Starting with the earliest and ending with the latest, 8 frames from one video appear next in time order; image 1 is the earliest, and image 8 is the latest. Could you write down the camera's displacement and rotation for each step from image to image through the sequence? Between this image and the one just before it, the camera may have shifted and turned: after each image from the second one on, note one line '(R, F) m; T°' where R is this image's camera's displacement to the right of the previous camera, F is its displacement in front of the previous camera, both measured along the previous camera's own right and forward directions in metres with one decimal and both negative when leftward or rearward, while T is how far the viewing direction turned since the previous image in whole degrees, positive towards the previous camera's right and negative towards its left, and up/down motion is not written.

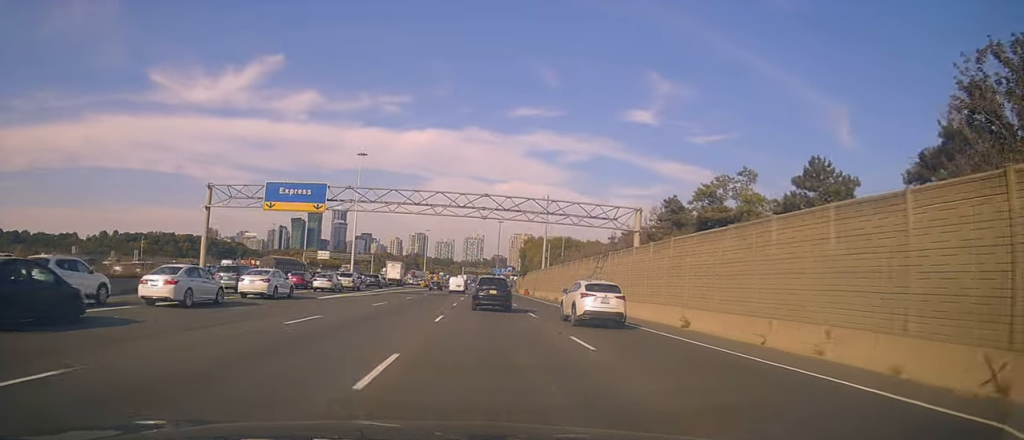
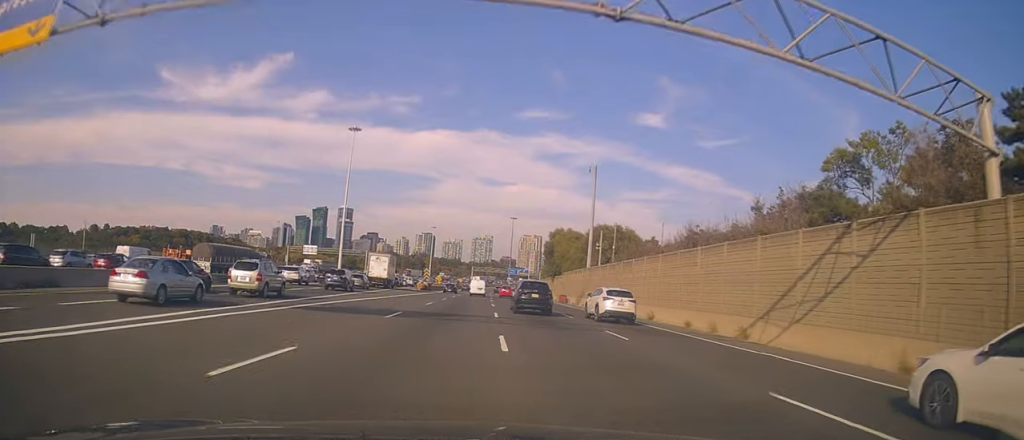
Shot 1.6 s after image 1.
(-0.9, +30.6) m; -4°
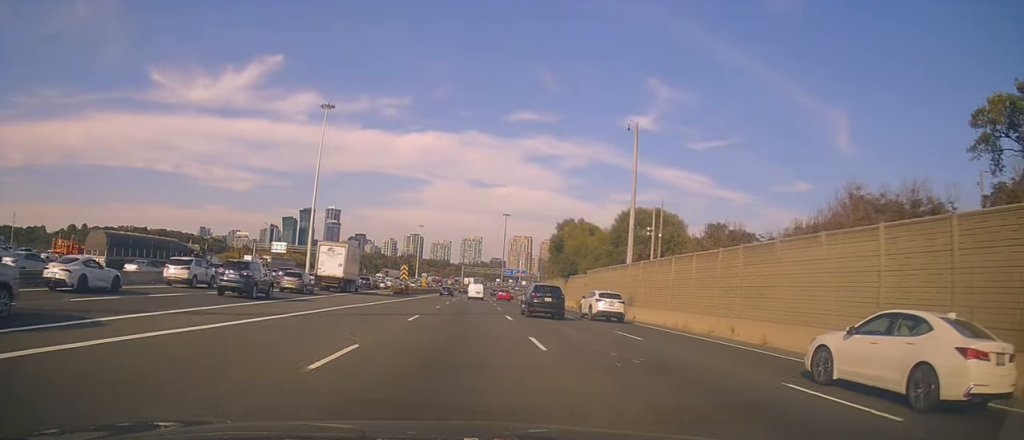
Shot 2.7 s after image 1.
(-0.4, +22.2) m; 0°
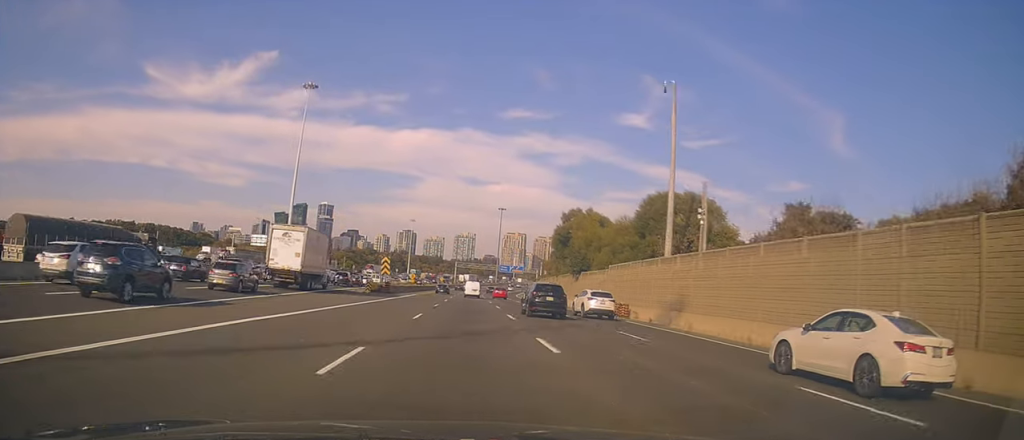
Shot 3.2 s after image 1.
(+0.1, +11.8) m; +1°
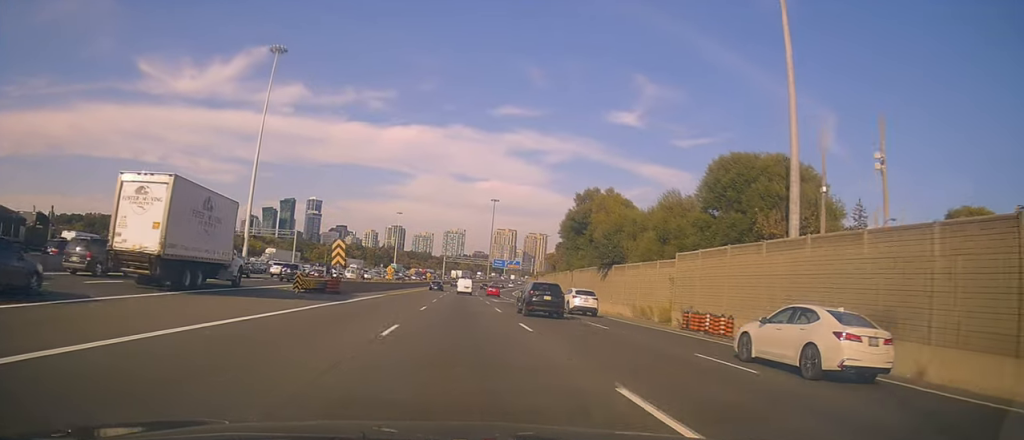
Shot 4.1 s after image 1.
(+0.1, +18.4) m; +2°
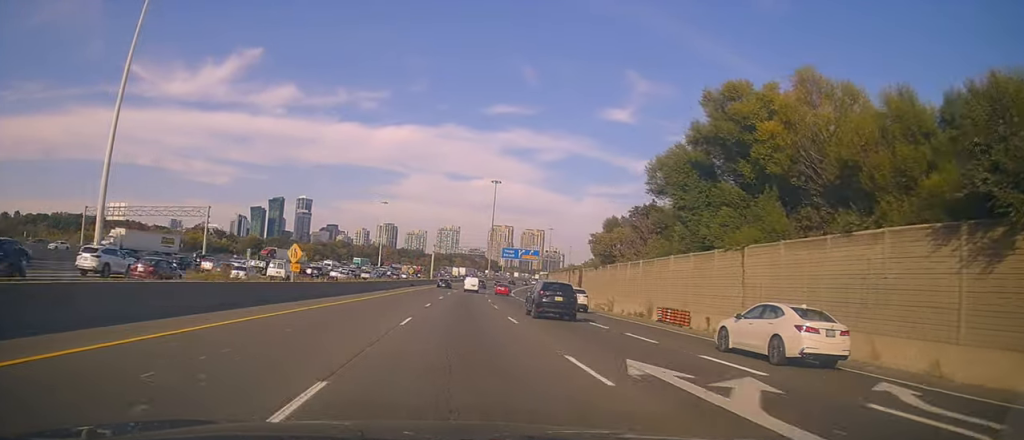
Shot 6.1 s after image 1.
(+0.8, +43.5) m; +2°
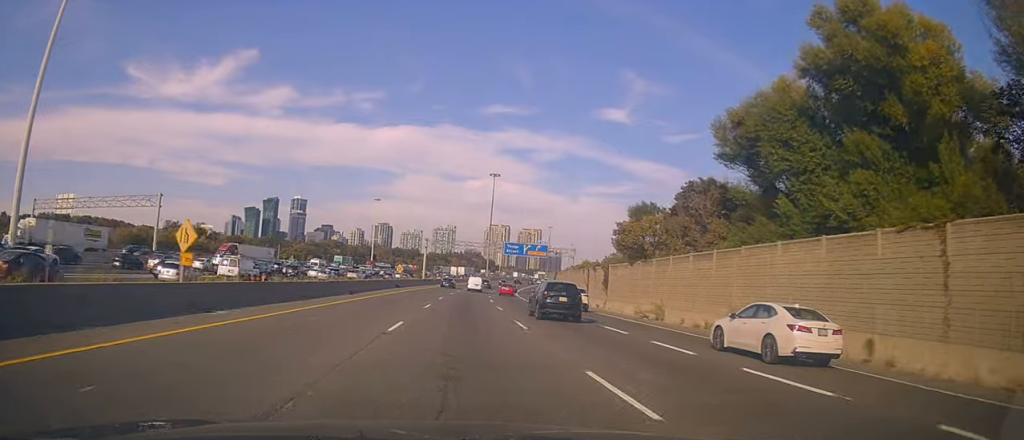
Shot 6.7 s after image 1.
(+0.4, +13.9) m; 0°
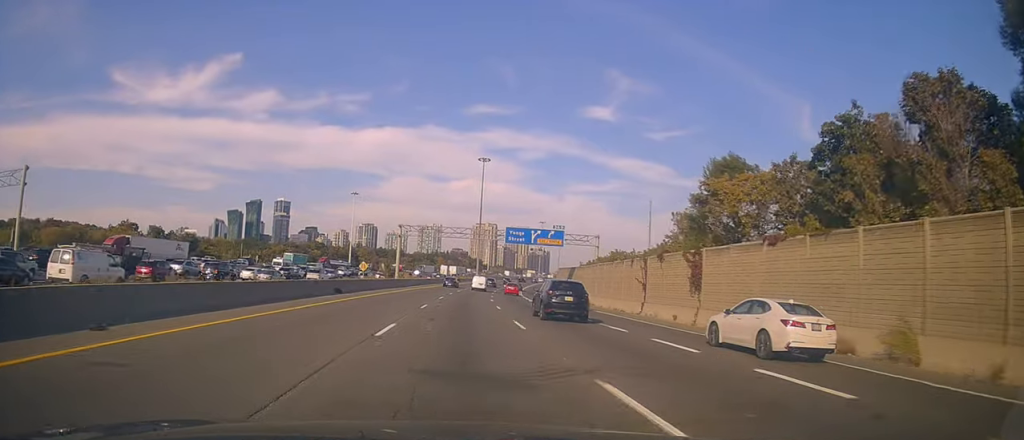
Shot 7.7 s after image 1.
(-0.2, +24.2) m; 0°
